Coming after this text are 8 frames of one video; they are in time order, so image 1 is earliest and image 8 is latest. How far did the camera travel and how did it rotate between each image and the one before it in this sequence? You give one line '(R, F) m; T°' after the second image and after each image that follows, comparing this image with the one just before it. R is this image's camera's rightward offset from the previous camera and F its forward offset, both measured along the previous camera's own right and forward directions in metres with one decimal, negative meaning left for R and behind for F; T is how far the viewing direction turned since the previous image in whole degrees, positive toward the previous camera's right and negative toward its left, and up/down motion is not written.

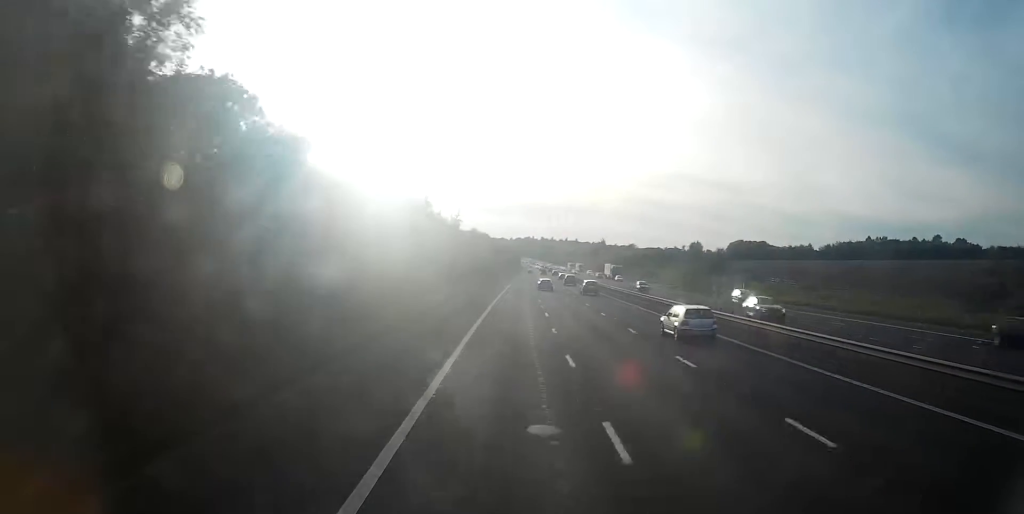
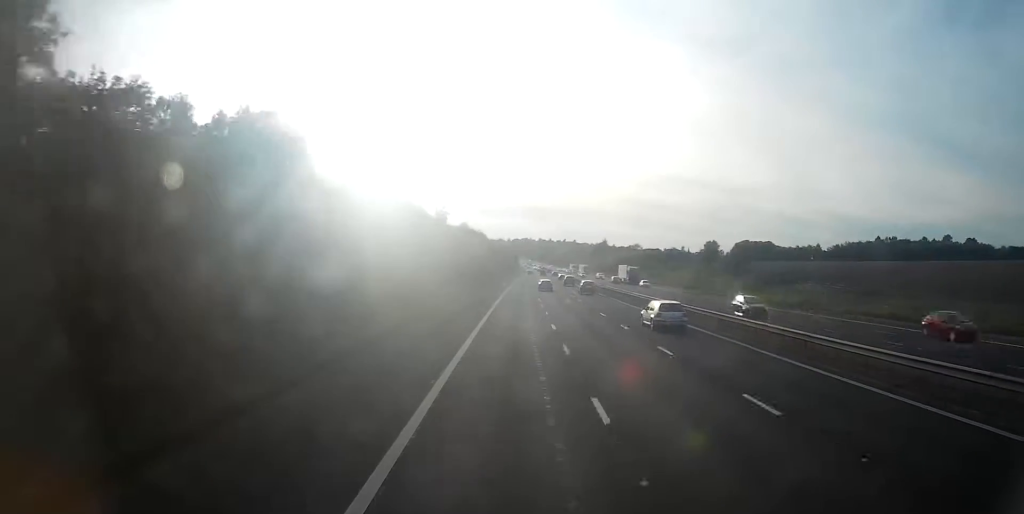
(+0.1, +15.5) m; 0°
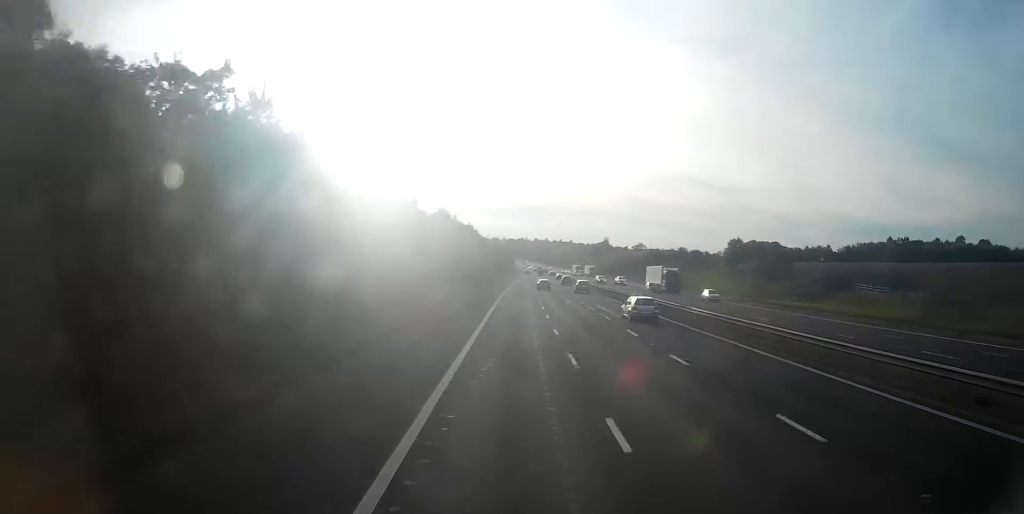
(0.0, +20.1) m; 0°
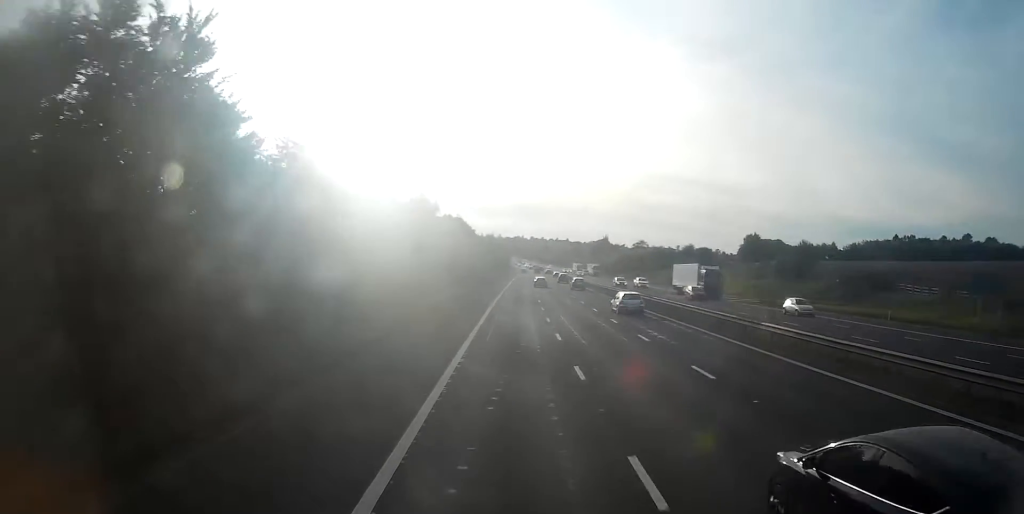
(0.0, +11.9) m; 0°
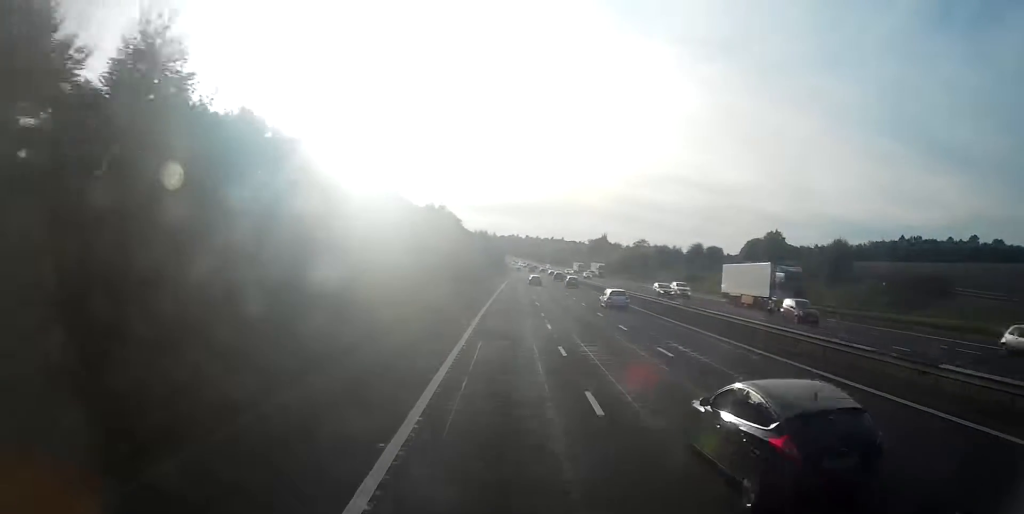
(-0.1, +12.8) m; 0°
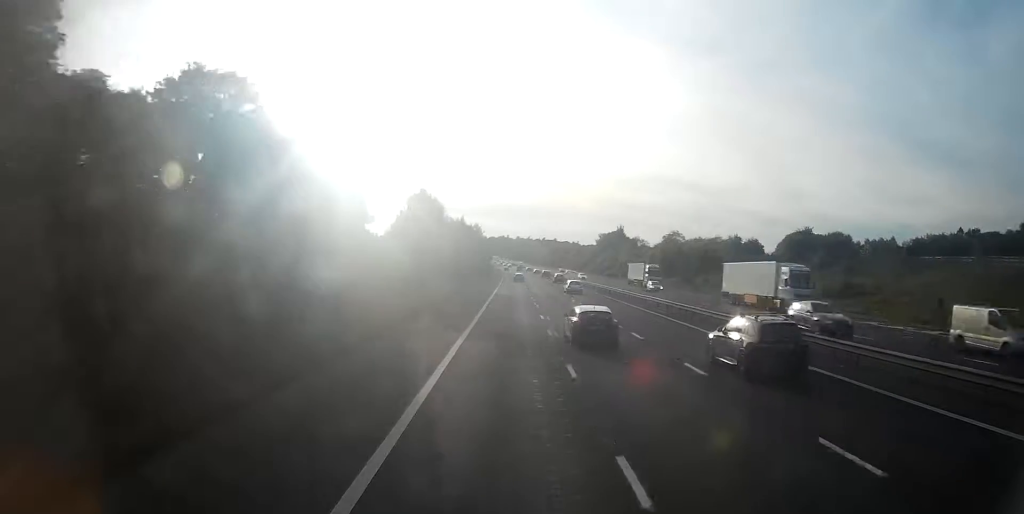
(+1.0, +67.7) m; +1°
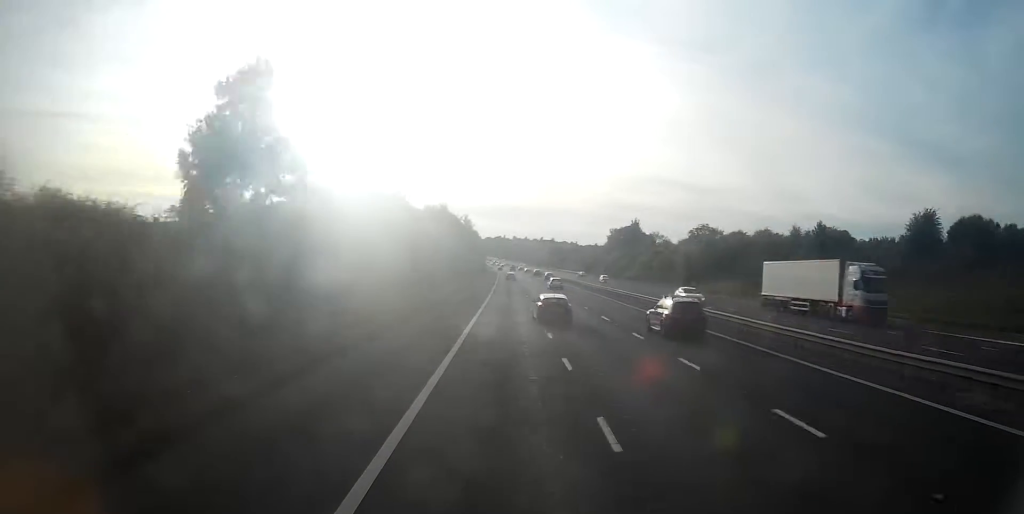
(+0.1, +33.9) m; +1°
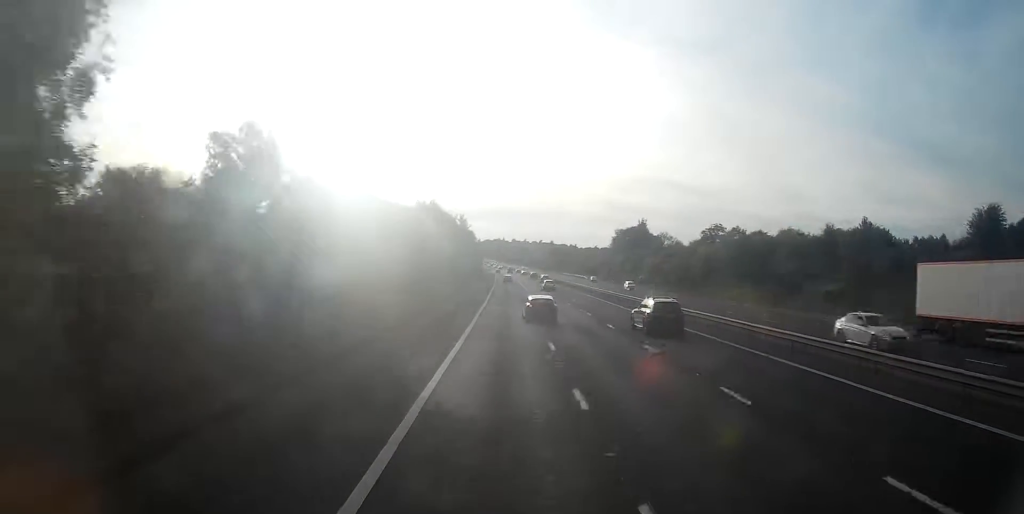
(-0.1, +11.9) m; 0°
